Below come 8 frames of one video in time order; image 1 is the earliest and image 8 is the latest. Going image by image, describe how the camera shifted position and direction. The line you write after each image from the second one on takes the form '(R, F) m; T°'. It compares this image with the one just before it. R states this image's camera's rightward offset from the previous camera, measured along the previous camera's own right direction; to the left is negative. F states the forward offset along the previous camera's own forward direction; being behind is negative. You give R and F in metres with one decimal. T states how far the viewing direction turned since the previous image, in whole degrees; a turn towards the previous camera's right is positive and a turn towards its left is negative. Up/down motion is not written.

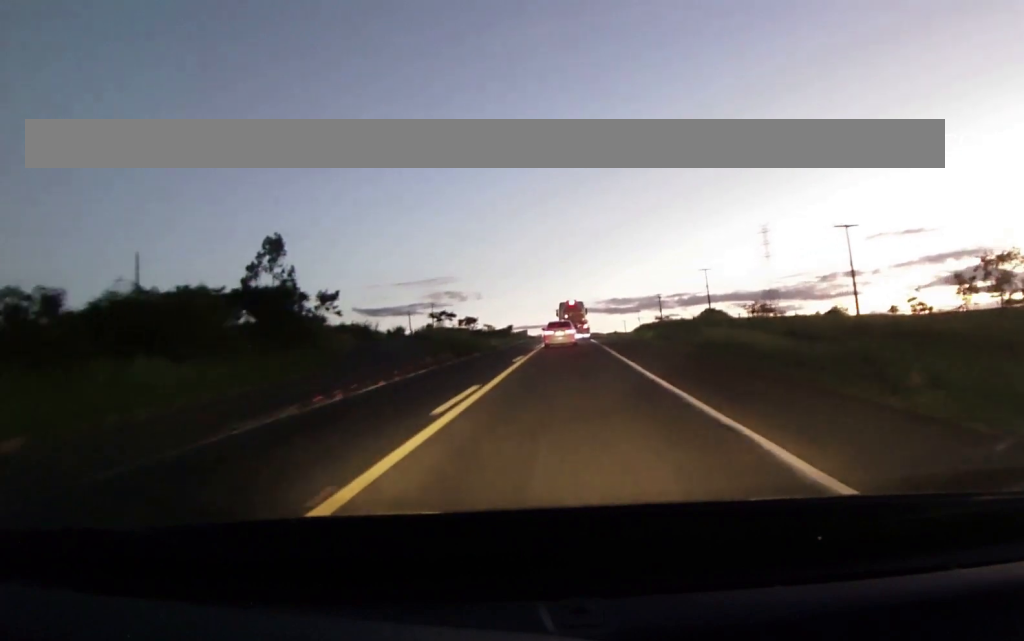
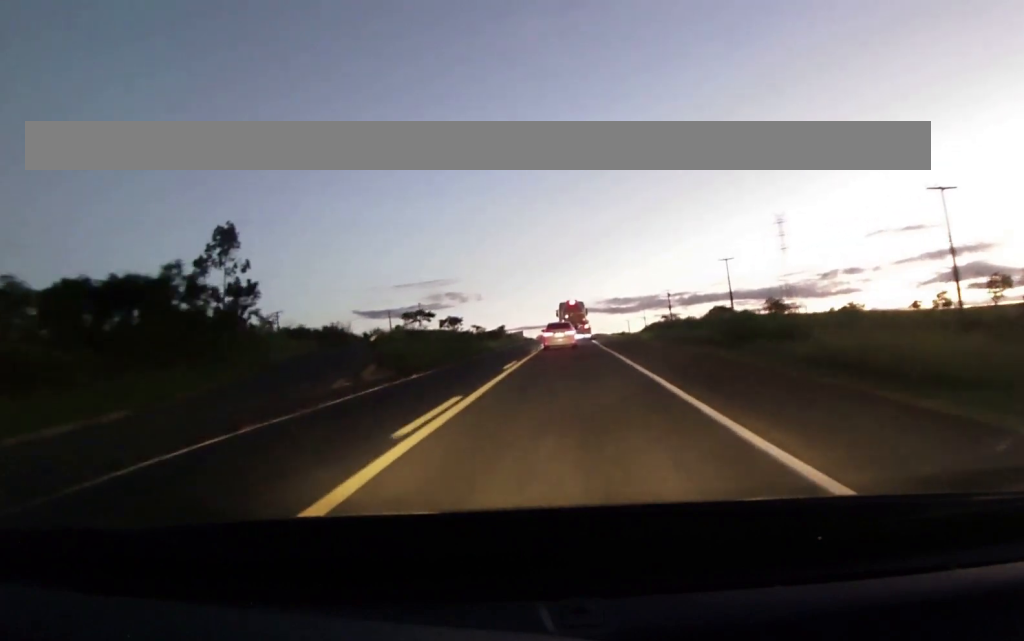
(+0.3, +19.0) m; -1°
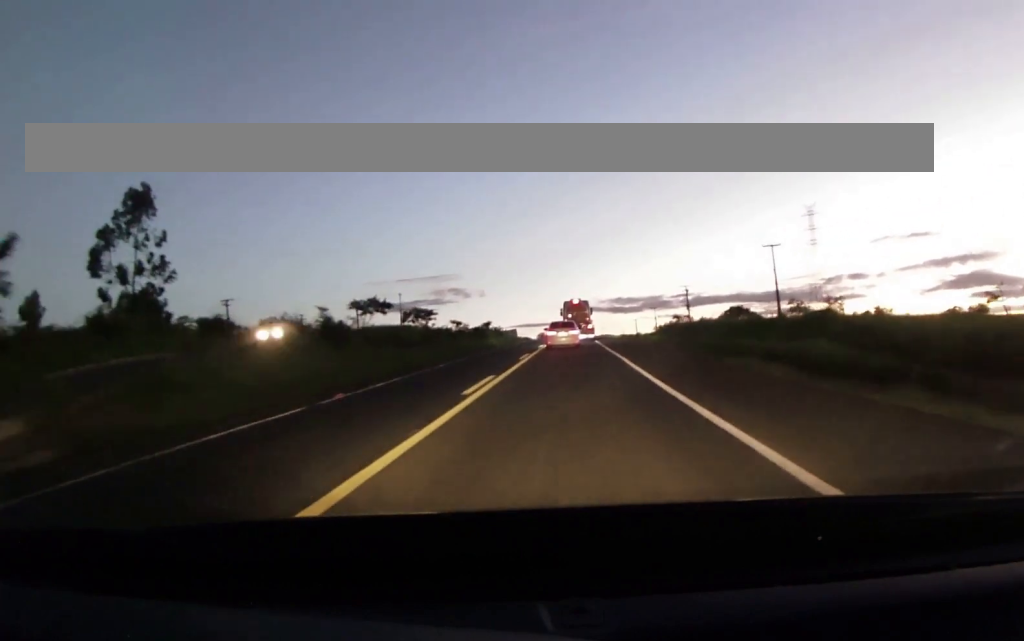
(-0.6, +25.9) m; 0°
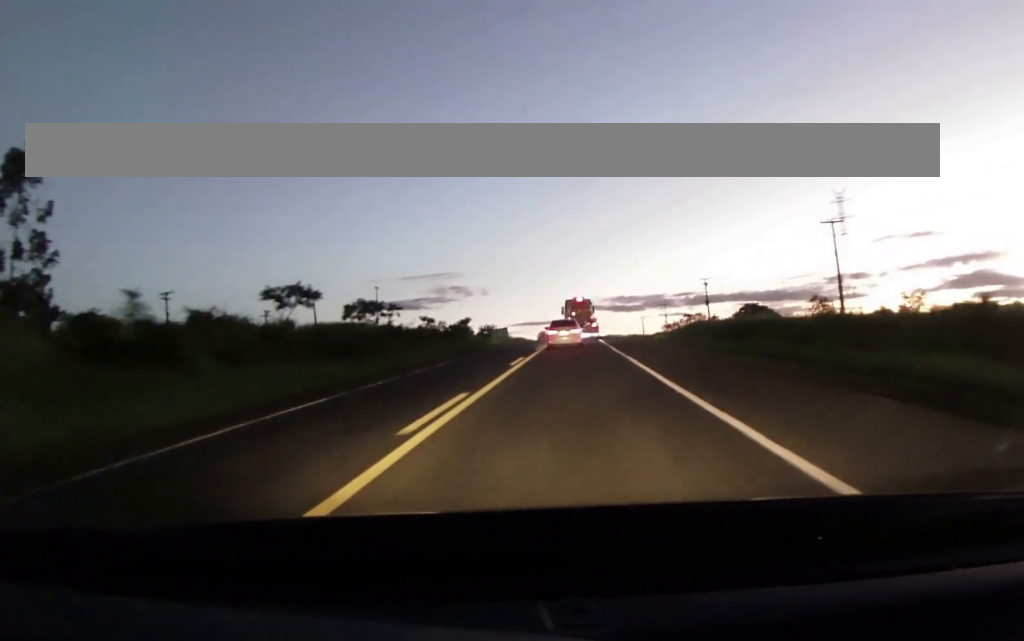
(+0.3, +22.1) m; 0°
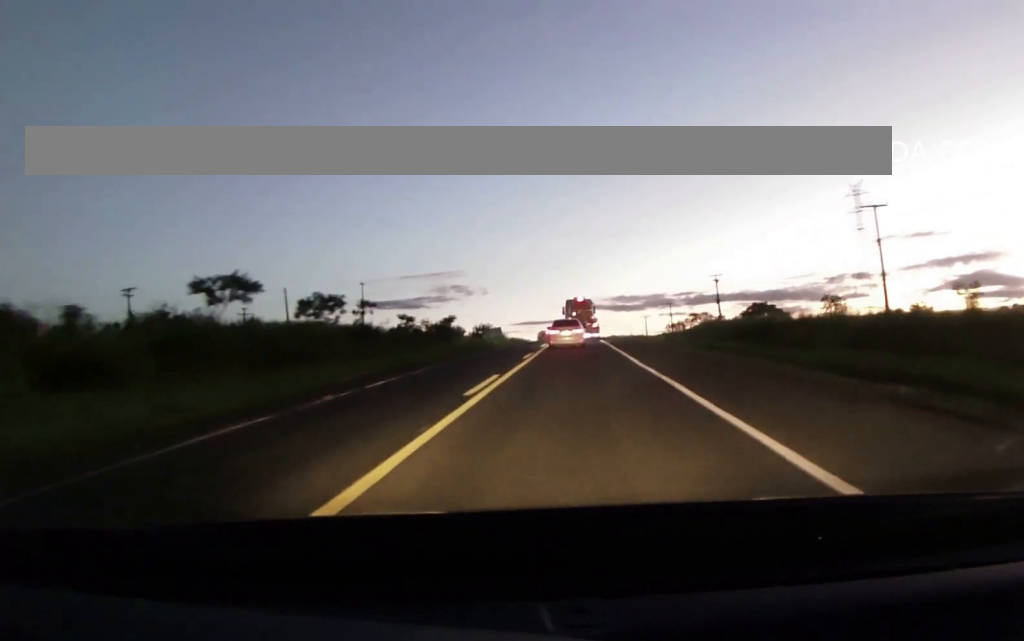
(-0.4, +10.6) m; 0°
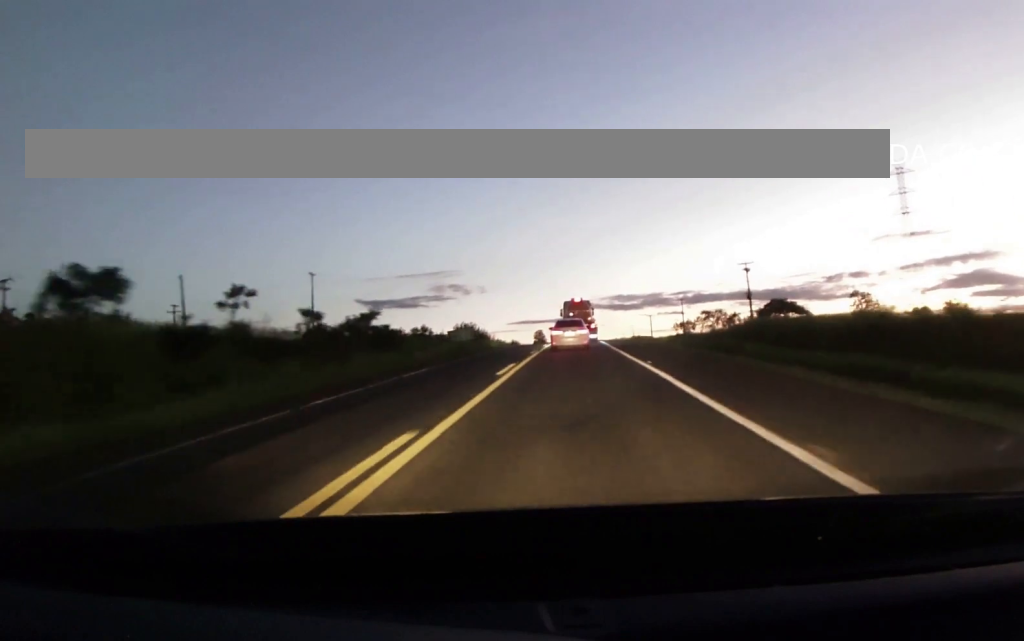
(+0.5, +25.9) m; 0°
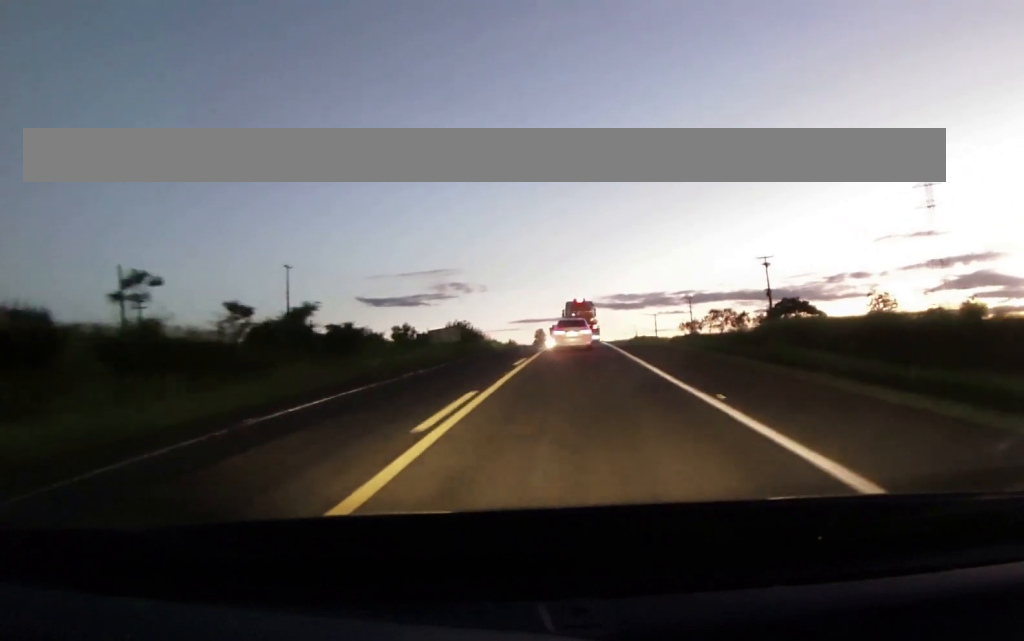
(-0.4, +10.7) m; 0°
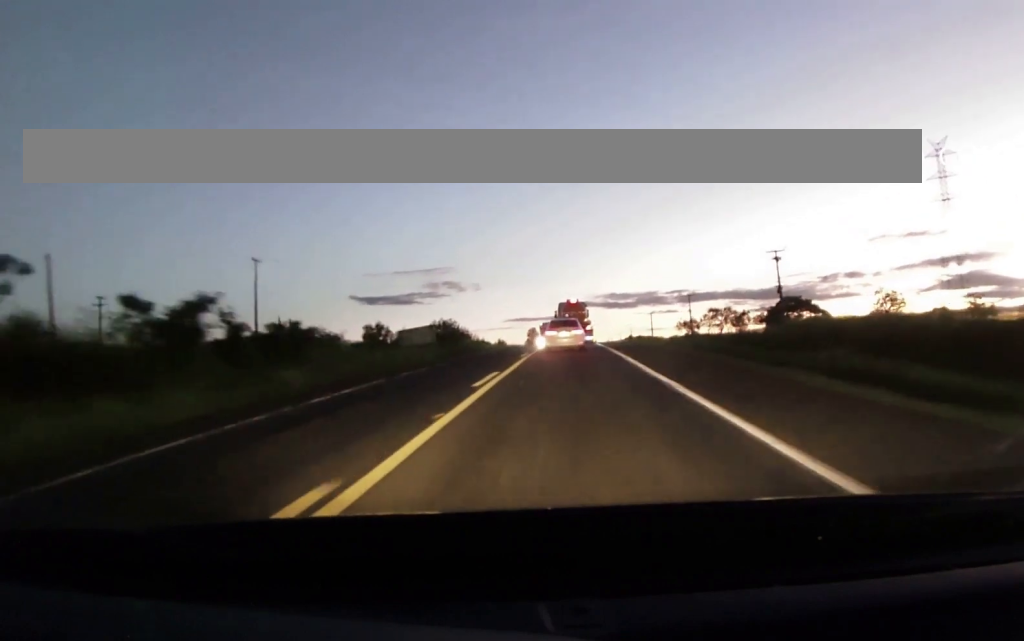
(-0.1, +8.6) m; 0°
